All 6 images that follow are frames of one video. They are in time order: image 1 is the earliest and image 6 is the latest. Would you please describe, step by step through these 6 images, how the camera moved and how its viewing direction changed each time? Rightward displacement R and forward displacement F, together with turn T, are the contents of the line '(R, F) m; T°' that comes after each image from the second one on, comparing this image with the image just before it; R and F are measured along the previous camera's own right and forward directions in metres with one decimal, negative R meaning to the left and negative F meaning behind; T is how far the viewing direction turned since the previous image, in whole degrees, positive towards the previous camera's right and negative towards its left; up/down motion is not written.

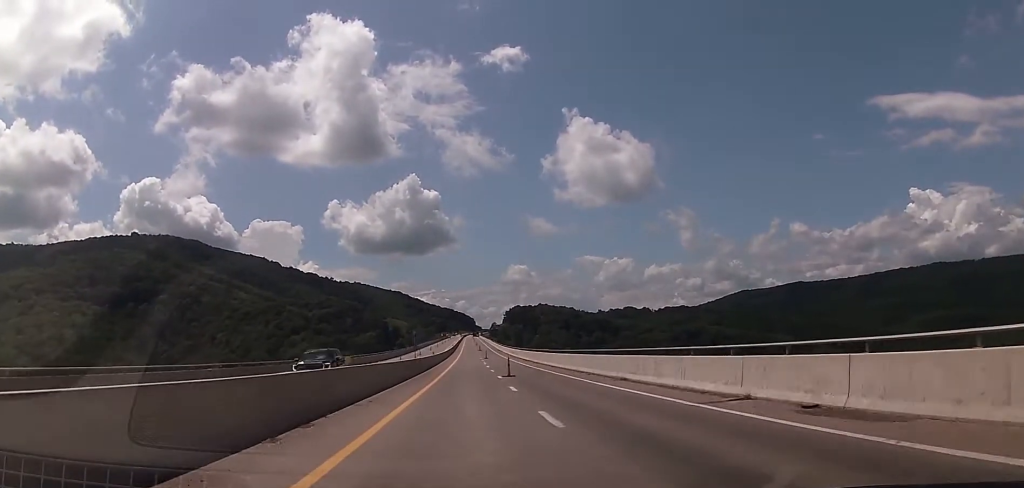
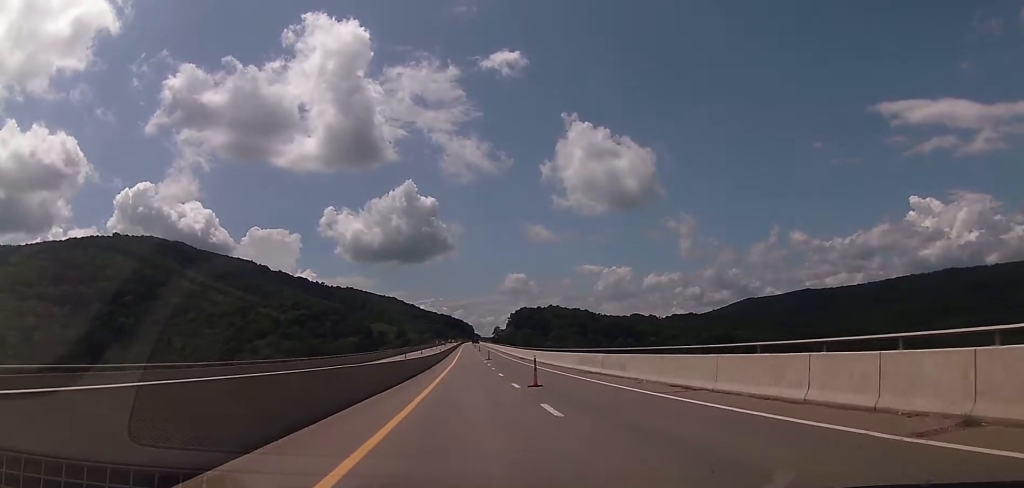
(+0.2, +71.3) m; 0°
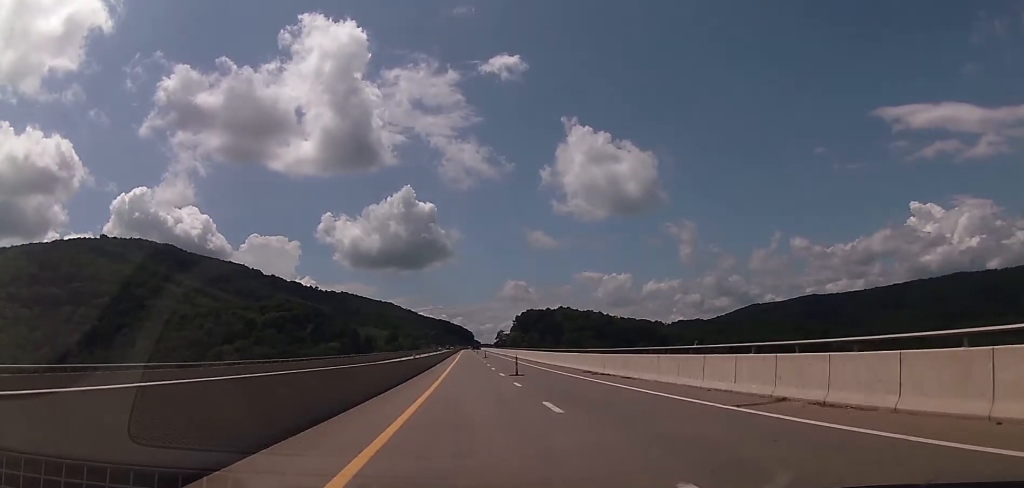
(-0.3, +47.5) m; 0°
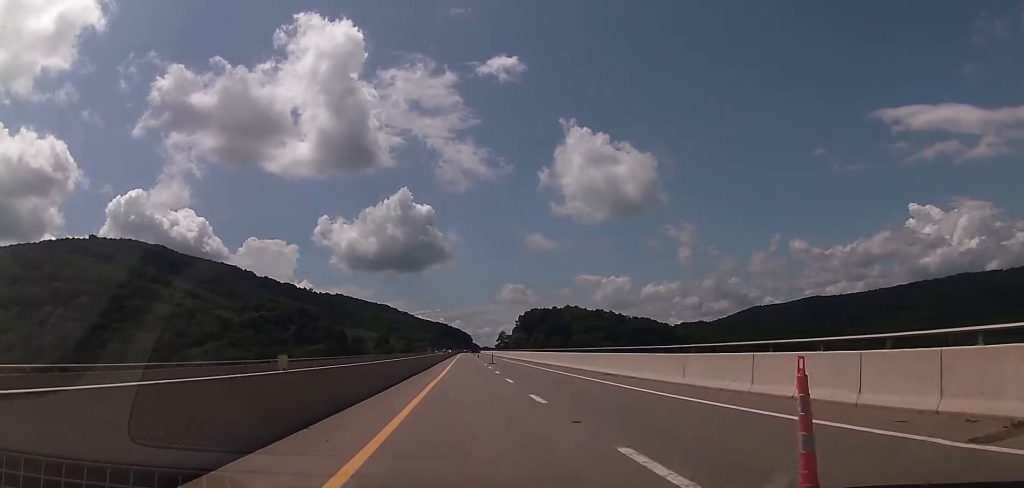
(+0.2, +33.5) m; 0°
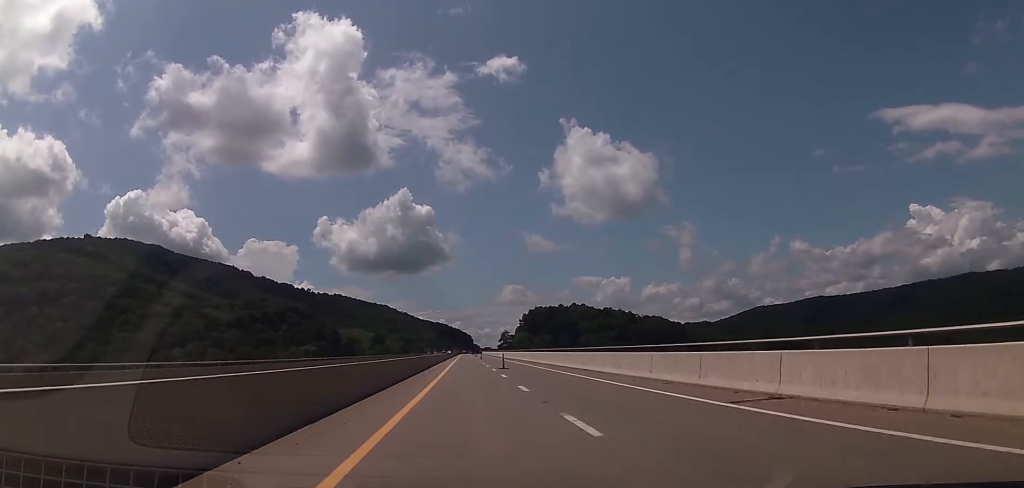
(-0.1, +19.7) m; 0°
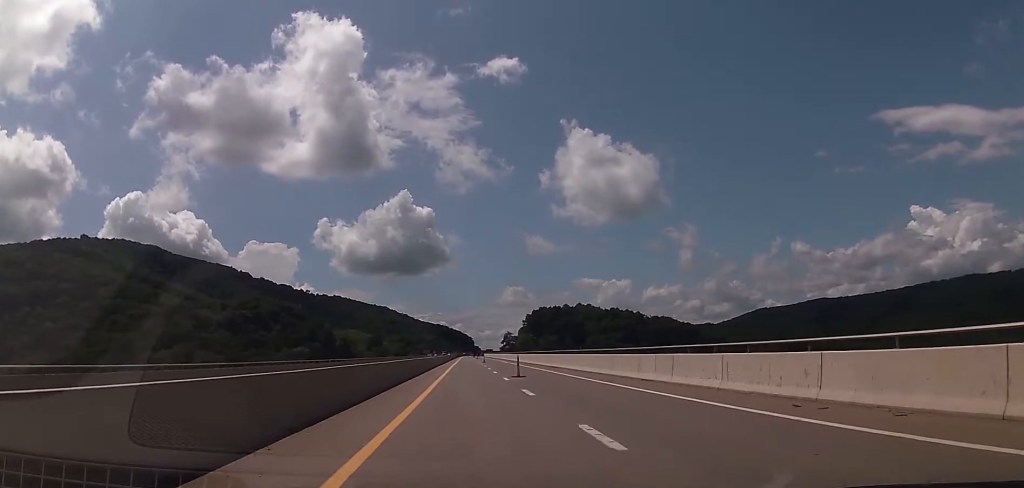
(-0.1, +14.1) m; 0°
